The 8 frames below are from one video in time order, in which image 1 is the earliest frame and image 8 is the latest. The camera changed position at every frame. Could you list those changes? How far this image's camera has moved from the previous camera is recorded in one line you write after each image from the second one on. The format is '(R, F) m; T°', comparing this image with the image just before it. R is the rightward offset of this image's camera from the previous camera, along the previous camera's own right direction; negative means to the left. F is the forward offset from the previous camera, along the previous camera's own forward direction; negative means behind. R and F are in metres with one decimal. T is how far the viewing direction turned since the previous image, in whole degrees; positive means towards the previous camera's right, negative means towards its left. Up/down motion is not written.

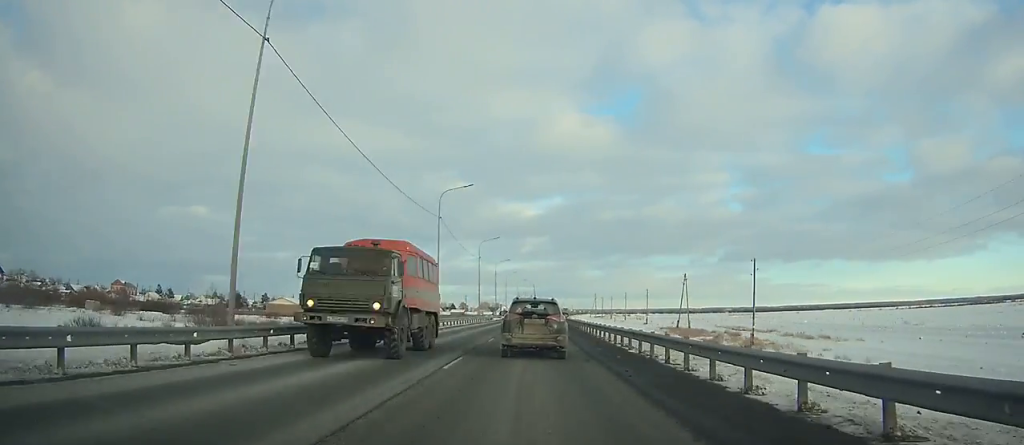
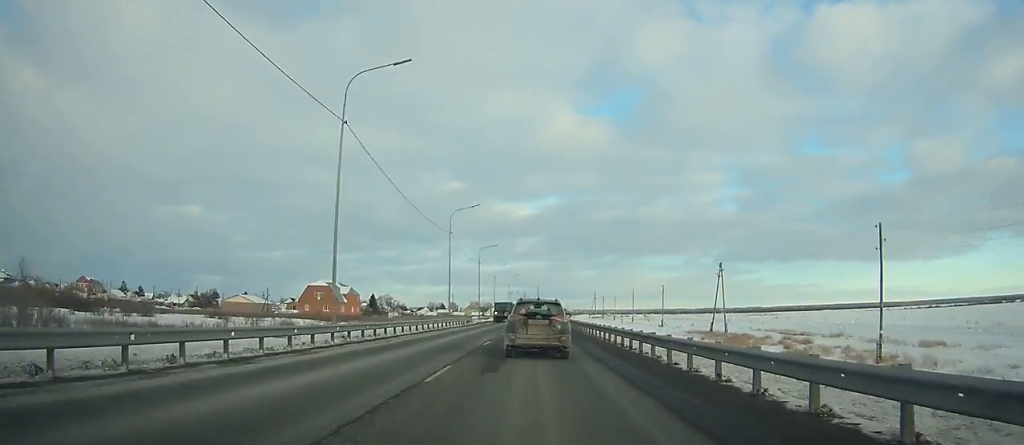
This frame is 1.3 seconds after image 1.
(+0.1, +26.0) m; +1°
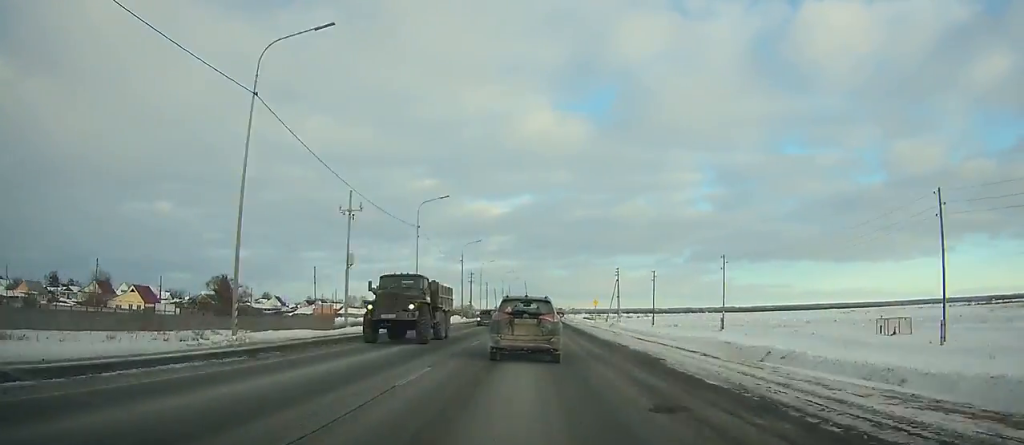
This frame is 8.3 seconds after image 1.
(+3.6, +140.9) m; +3°
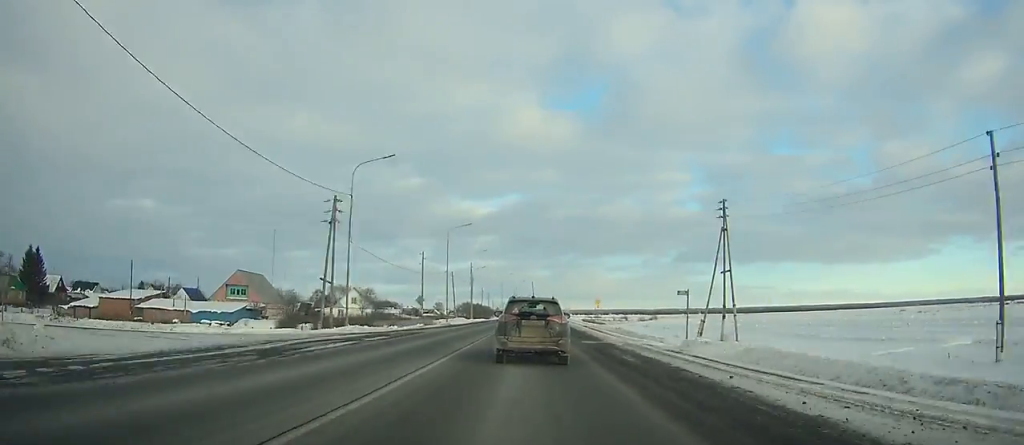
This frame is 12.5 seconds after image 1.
(+0.9, +83.2) m; +1°
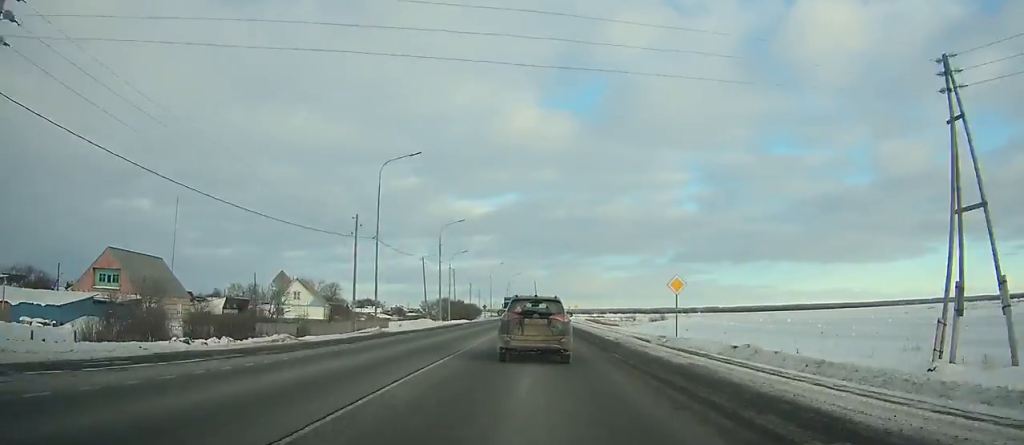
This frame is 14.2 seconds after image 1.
(+0.1, +33.3) m; +1°
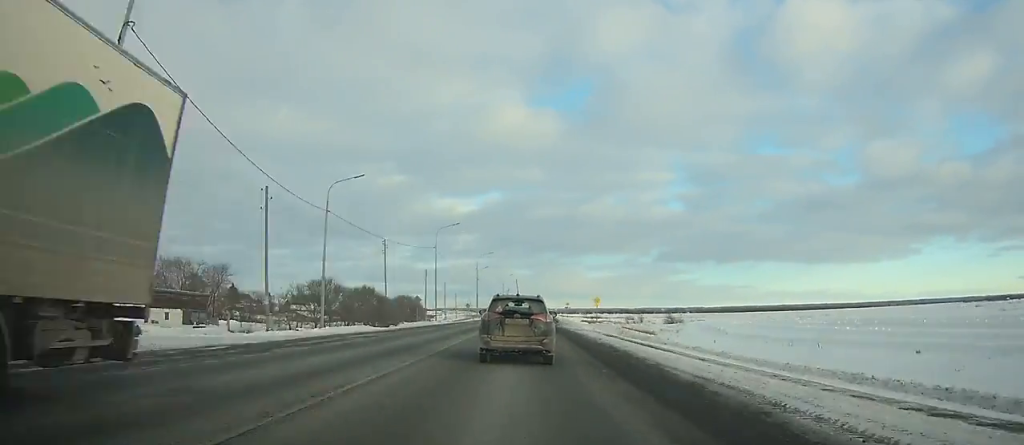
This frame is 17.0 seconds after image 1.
(+0.6, +54.5) m; +1°
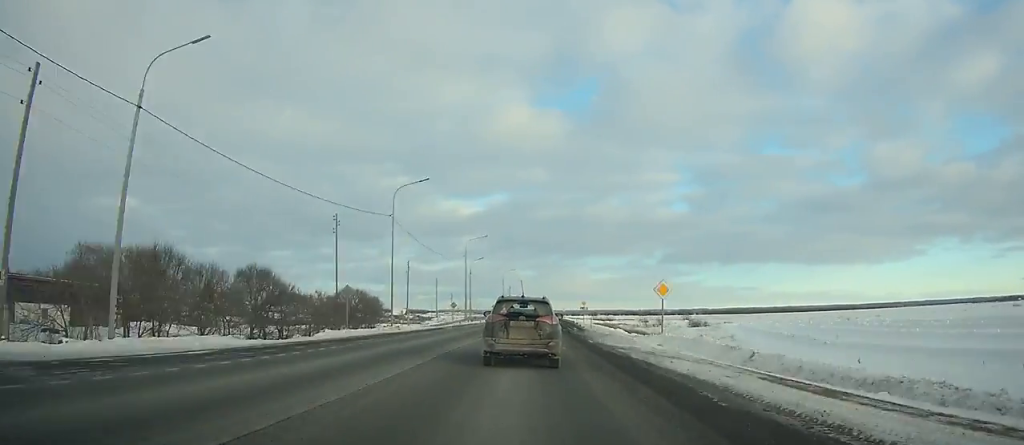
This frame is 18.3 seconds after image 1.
(+0.1, +25.1) m; 0°
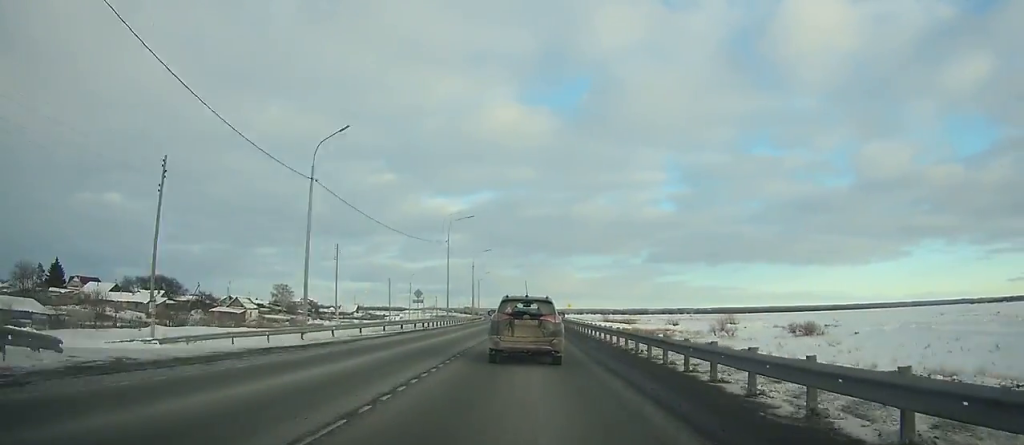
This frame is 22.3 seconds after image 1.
(+0.6, +77.1) m; +1°
